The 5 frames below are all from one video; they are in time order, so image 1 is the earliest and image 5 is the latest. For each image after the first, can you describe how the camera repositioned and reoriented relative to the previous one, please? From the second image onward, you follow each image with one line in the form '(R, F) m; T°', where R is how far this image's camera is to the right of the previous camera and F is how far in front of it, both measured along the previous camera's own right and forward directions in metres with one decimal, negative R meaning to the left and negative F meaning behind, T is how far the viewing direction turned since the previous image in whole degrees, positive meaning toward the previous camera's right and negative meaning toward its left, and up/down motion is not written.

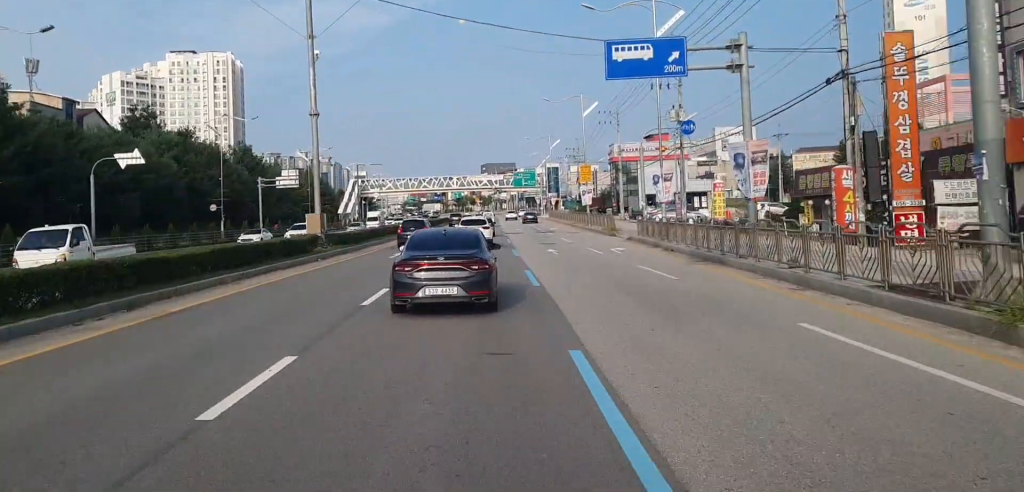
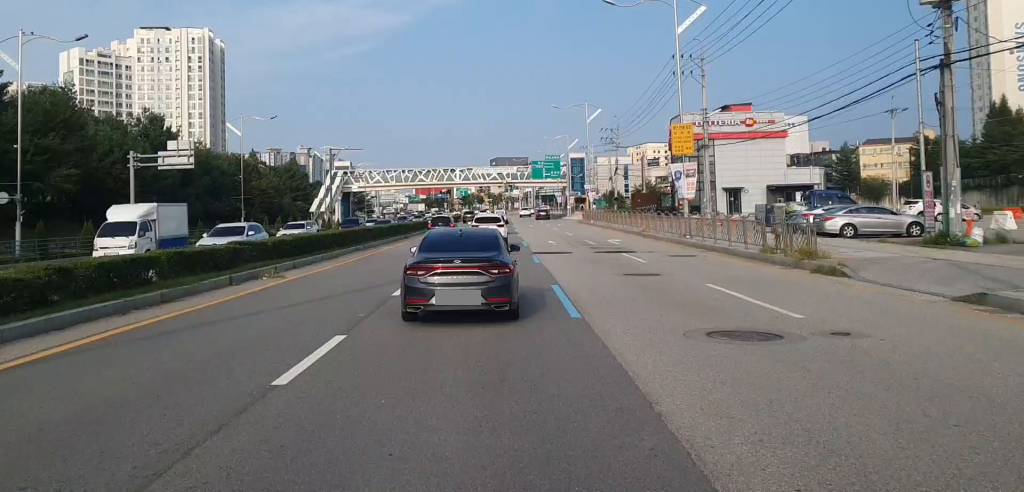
(+0.1, +32.2) m; -1°
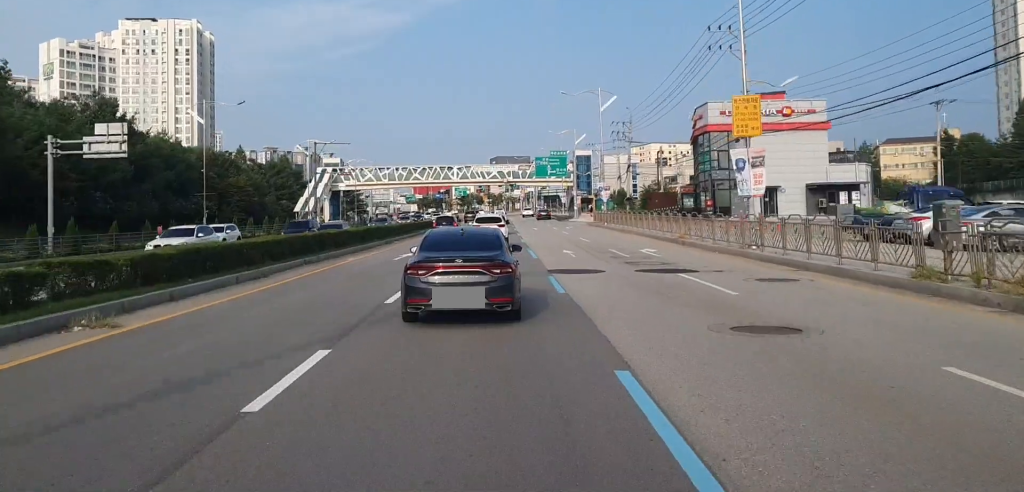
(-0.4, +9.8) m; -1°
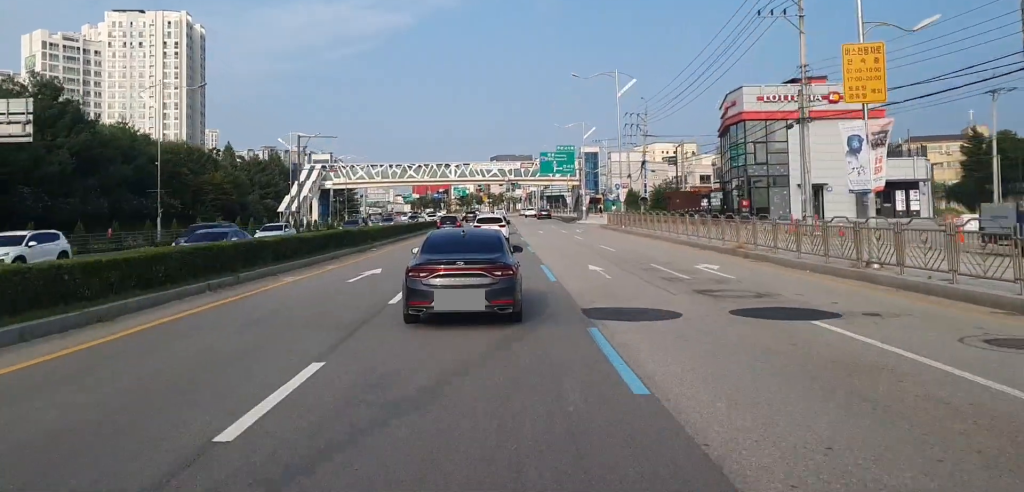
(0.0, +9.2) m; 0°
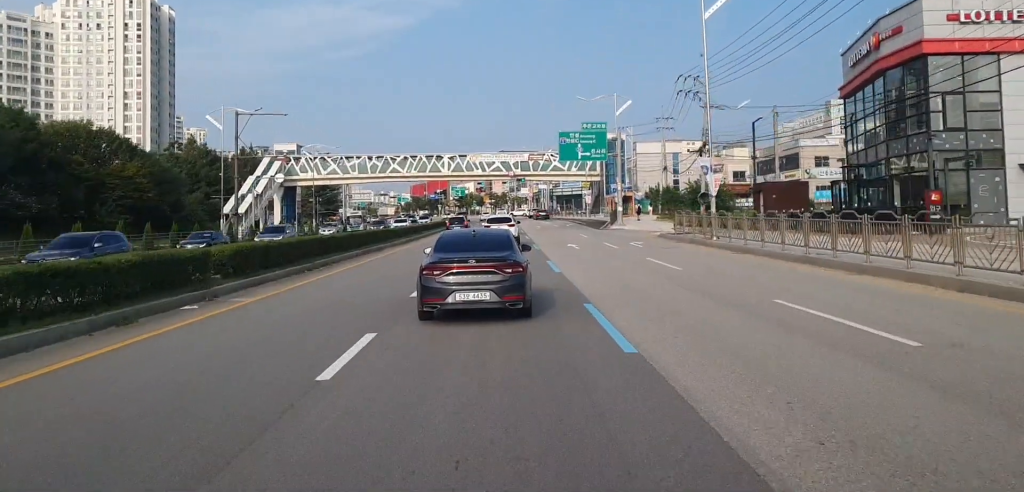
(+0.4, +23.7) m; +1°
